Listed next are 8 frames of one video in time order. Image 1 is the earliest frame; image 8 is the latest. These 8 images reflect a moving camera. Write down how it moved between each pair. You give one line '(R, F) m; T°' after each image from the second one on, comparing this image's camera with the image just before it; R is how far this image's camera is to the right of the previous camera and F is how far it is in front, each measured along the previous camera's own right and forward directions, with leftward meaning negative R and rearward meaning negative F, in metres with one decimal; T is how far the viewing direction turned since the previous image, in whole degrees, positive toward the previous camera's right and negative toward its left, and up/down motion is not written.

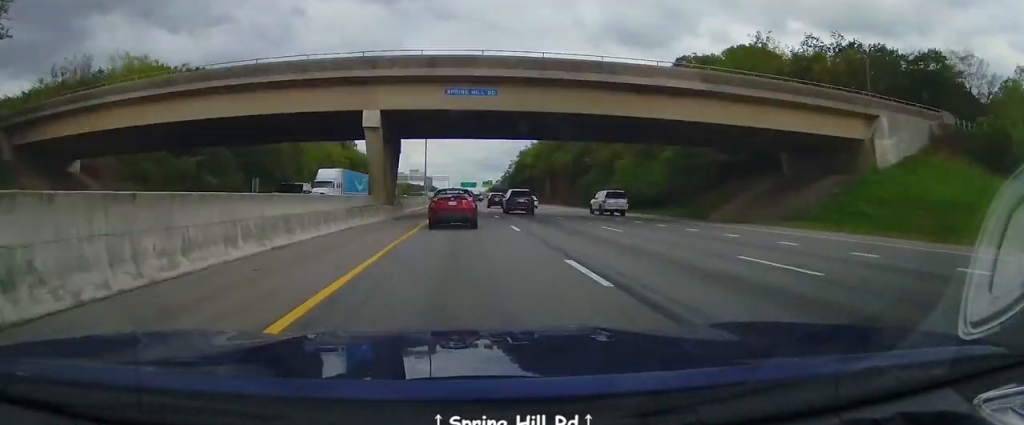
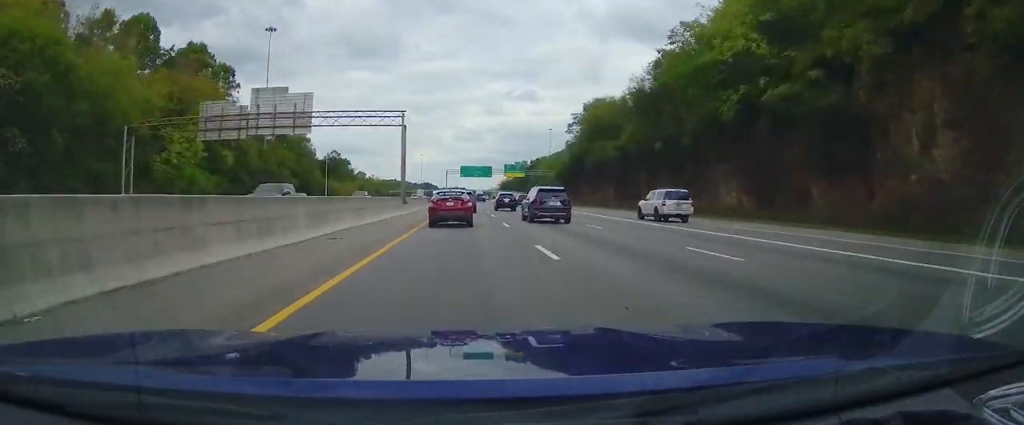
(-0.5, +154.8) m; 0°
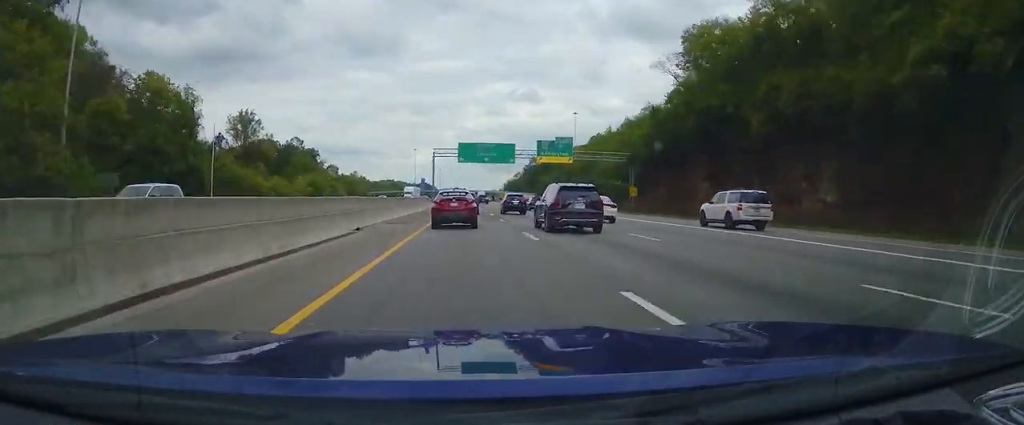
(-0.1, +66.8) m; 0°
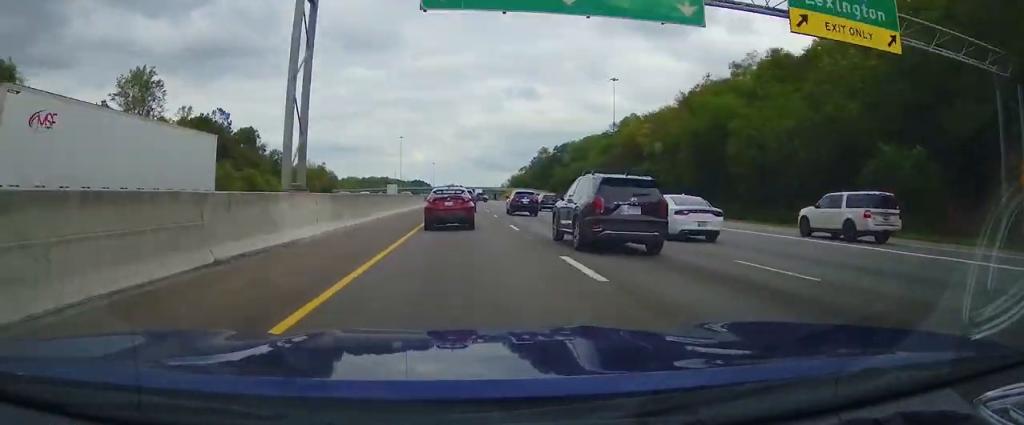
(+0.1, +66.7) m; 0°
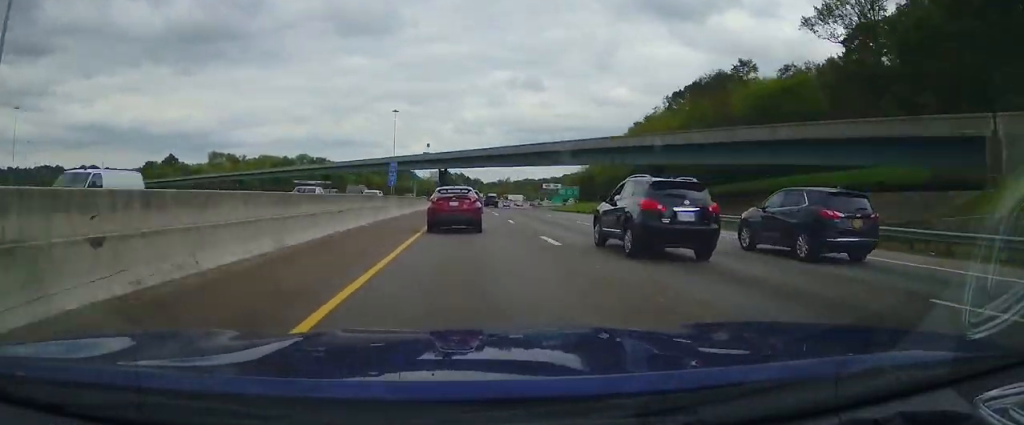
(+0.4, +290.1) m; +2°
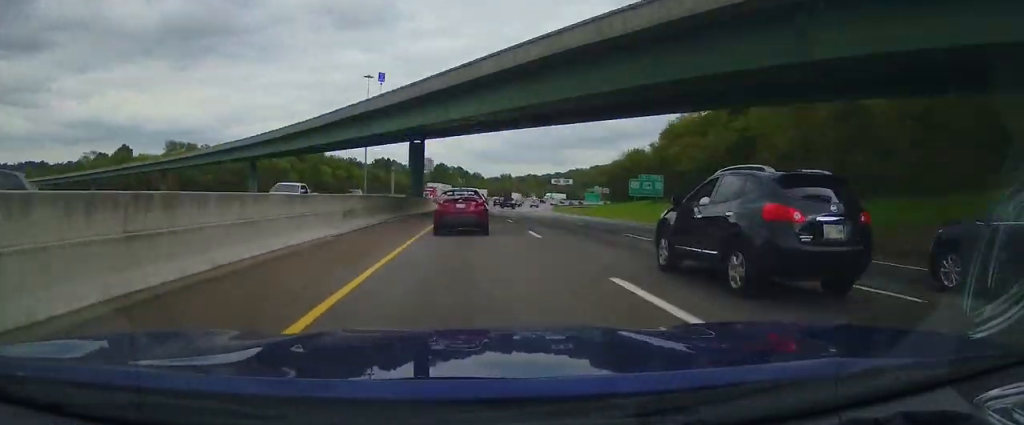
(+1.4, +56.6) m; +4°
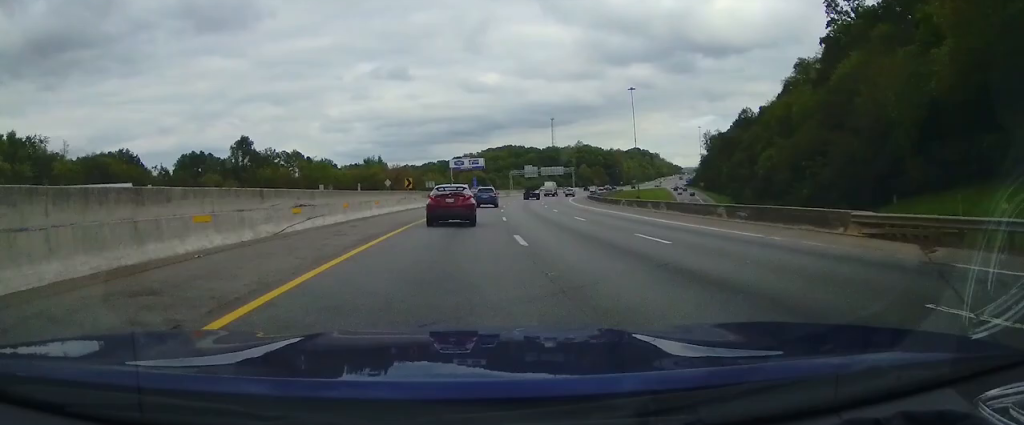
(+16.3, +163.0) m; +15°
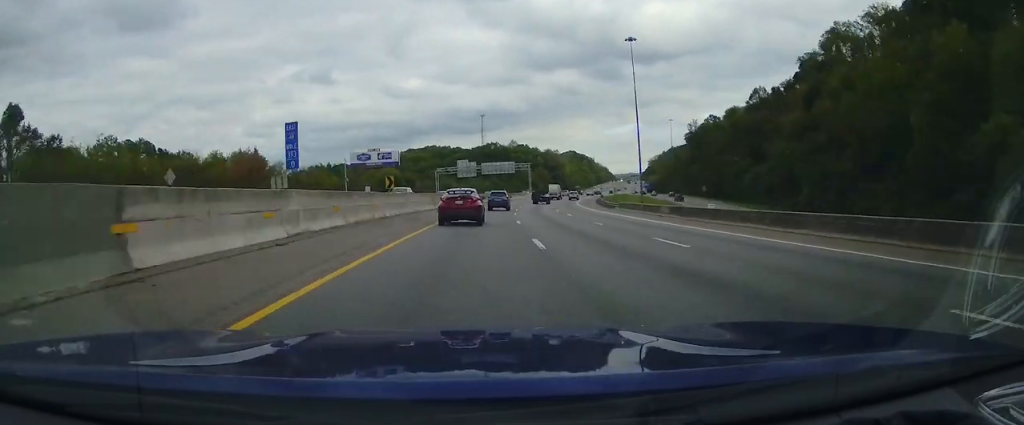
(+5.5, +73.0) m; +8°
